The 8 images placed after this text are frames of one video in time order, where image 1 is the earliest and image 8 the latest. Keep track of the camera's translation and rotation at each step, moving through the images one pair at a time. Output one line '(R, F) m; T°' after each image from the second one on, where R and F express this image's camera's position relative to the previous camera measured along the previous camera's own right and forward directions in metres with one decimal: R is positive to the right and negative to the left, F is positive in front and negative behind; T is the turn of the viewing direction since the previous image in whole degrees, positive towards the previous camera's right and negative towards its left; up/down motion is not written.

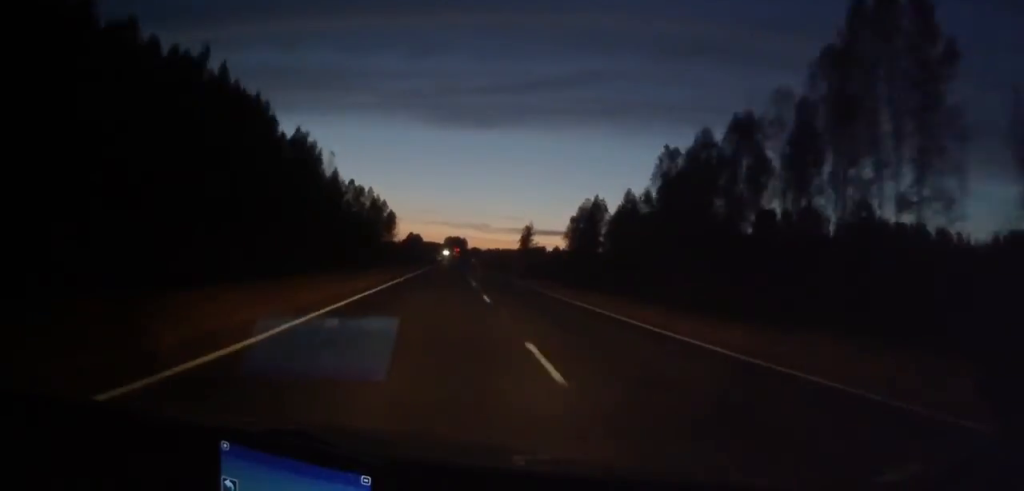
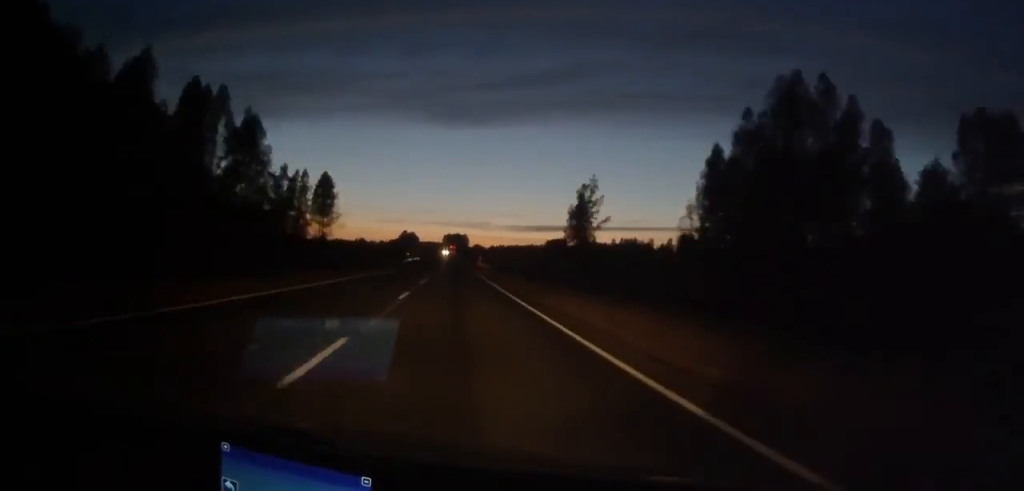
(+0.9, +95.8) m; 0°
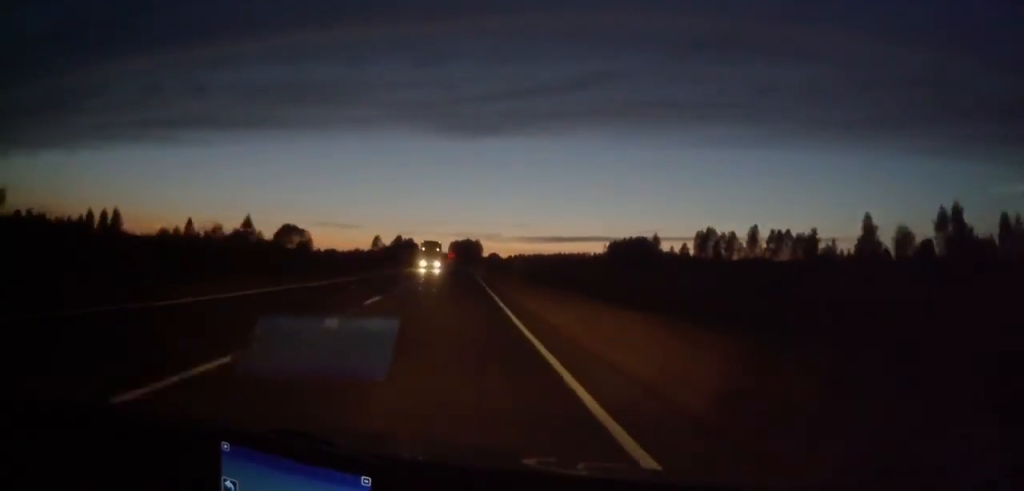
(-1.7, +170.9) m; -1°
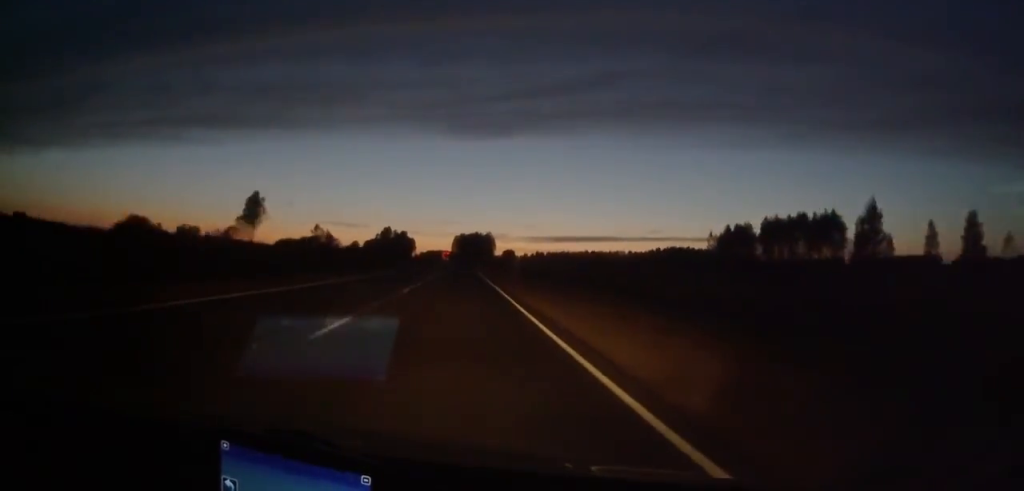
(-0.9, +128.2) m; -1°
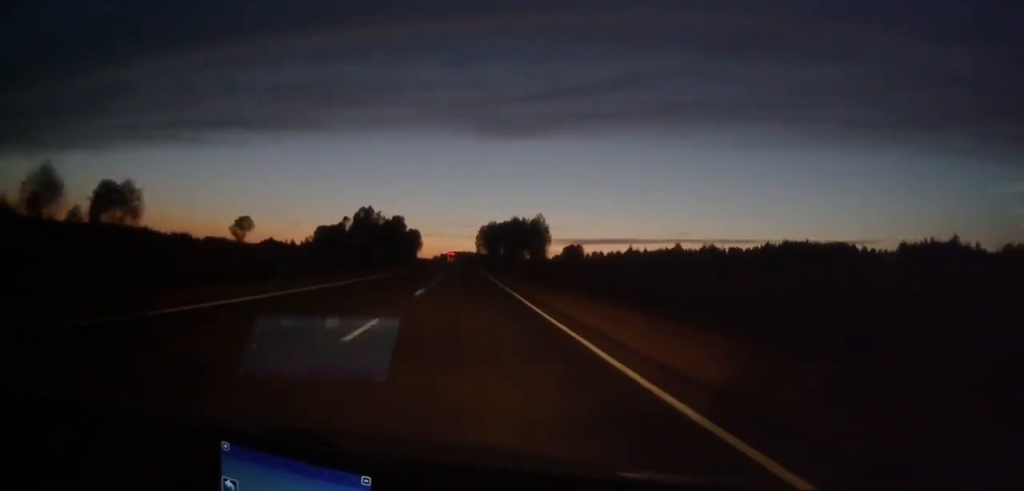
(-2.8, +208.6) m; -2°
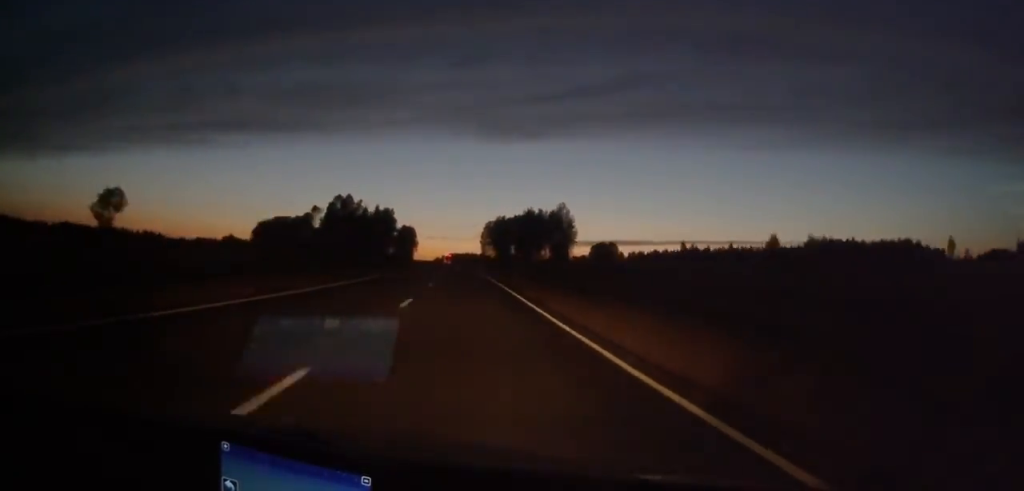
(-0.3, +52.1) m; -1°
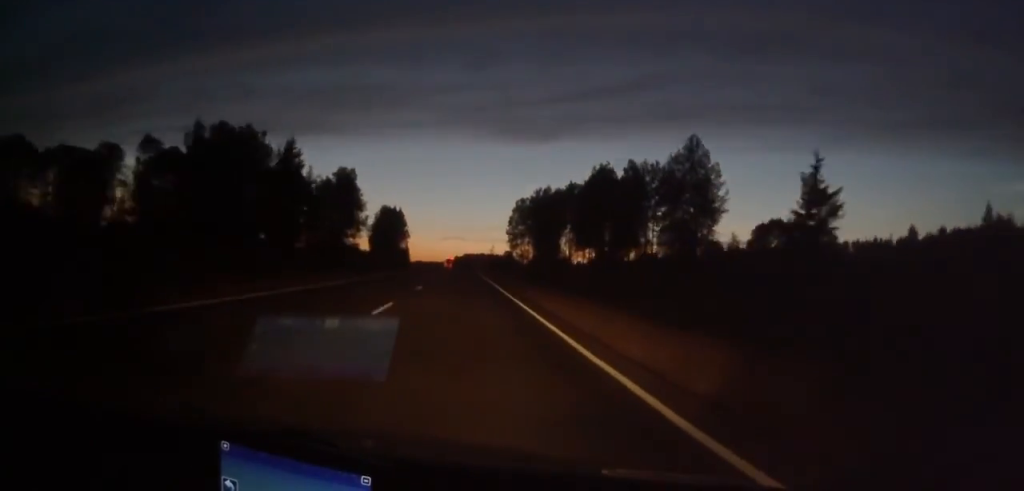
(-0.9, +91.1) m; -1°
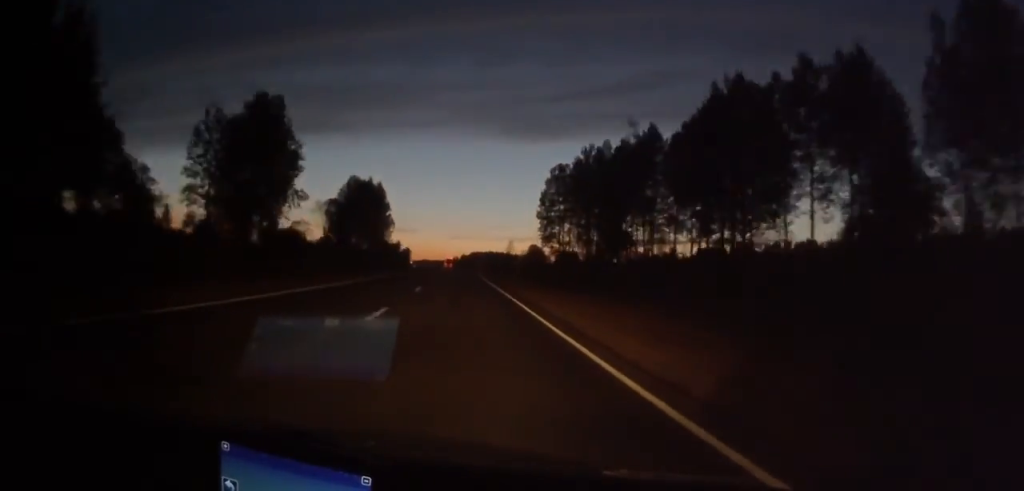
(-0.4, +56.4) m; -1°
